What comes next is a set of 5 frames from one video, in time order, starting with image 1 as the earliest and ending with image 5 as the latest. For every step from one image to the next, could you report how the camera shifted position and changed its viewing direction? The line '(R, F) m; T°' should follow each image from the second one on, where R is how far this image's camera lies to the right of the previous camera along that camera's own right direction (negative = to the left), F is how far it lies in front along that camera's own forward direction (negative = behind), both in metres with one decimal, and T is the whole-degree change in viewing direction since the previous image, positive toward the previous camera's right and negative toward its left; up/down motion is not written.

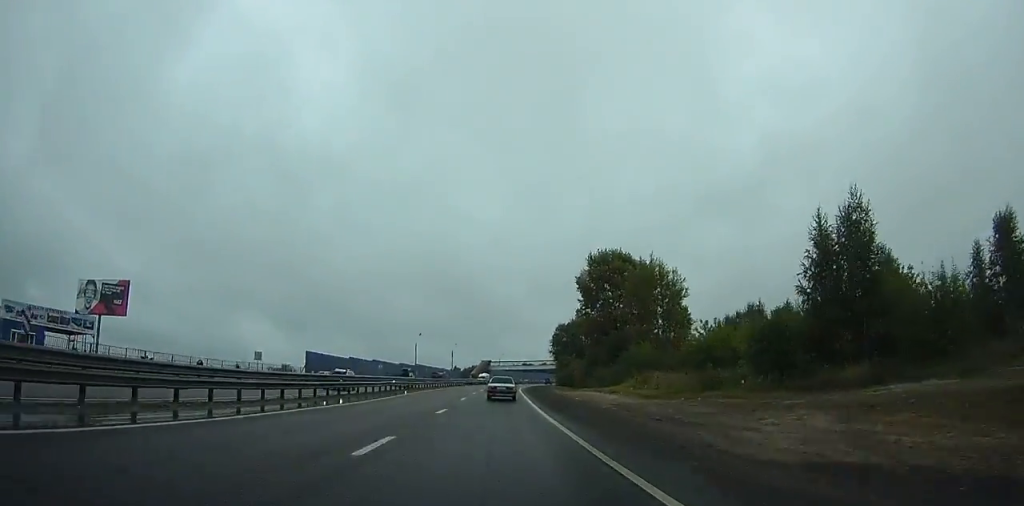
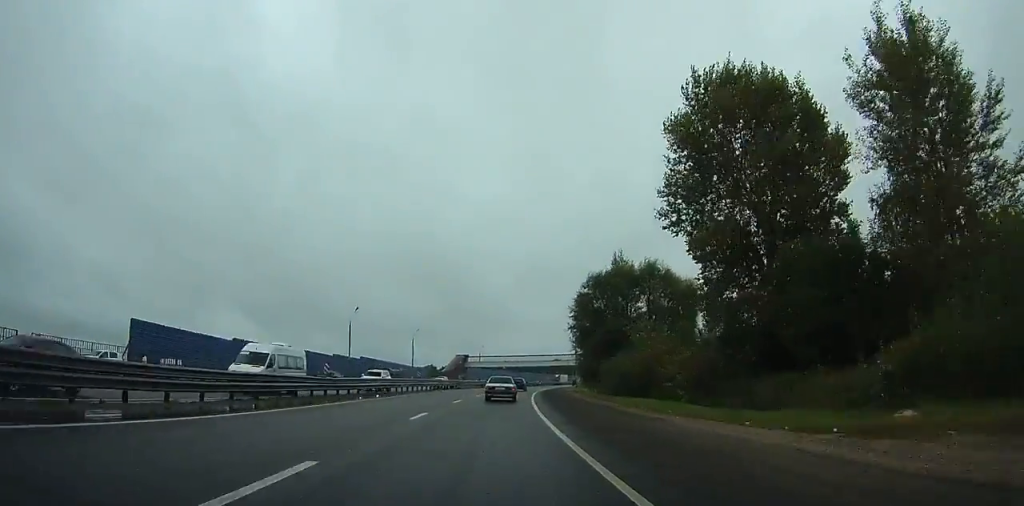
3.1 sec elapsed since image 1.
(+0.6, +51.6) m; +2°
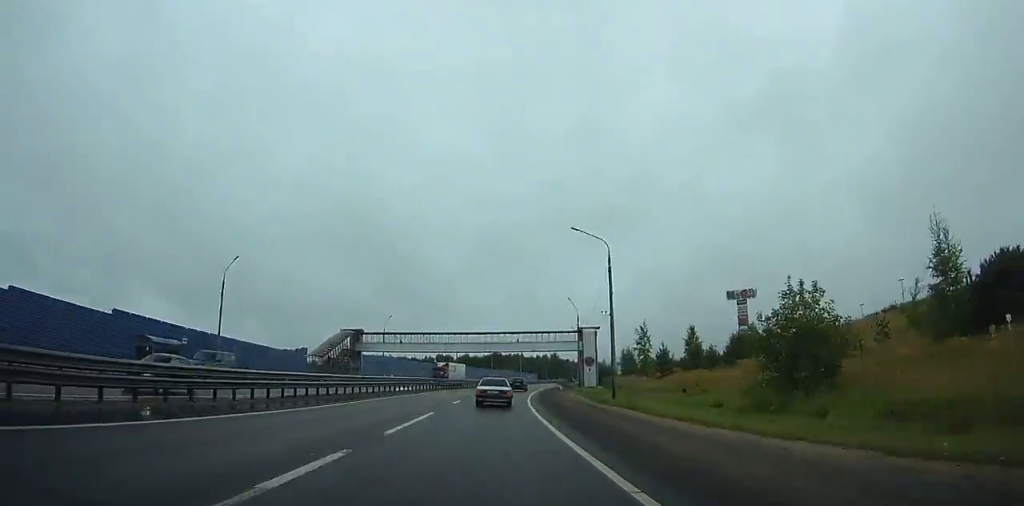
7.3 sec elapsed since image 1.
(+2.5, +70.0) m; +5°
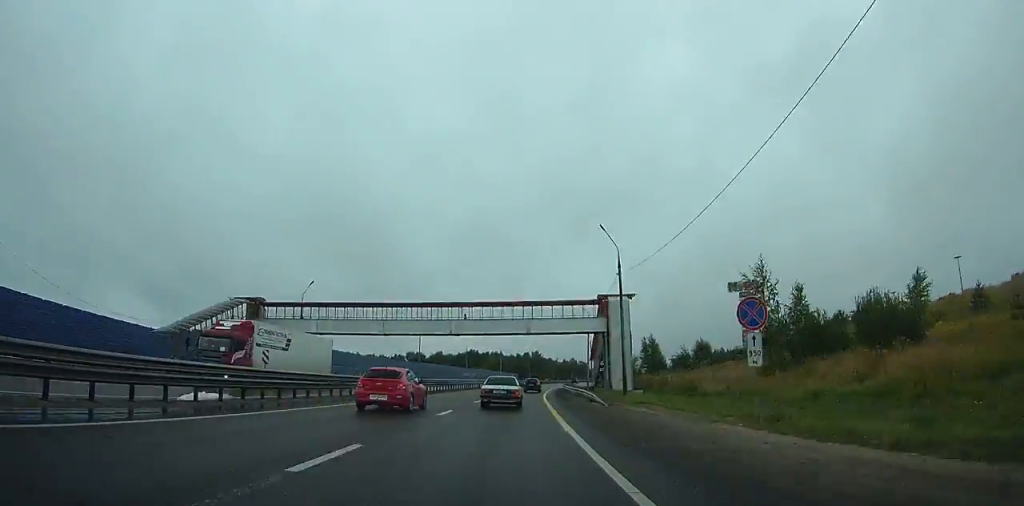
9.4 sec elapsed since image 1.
(+0.9, +34.6) m; +3°
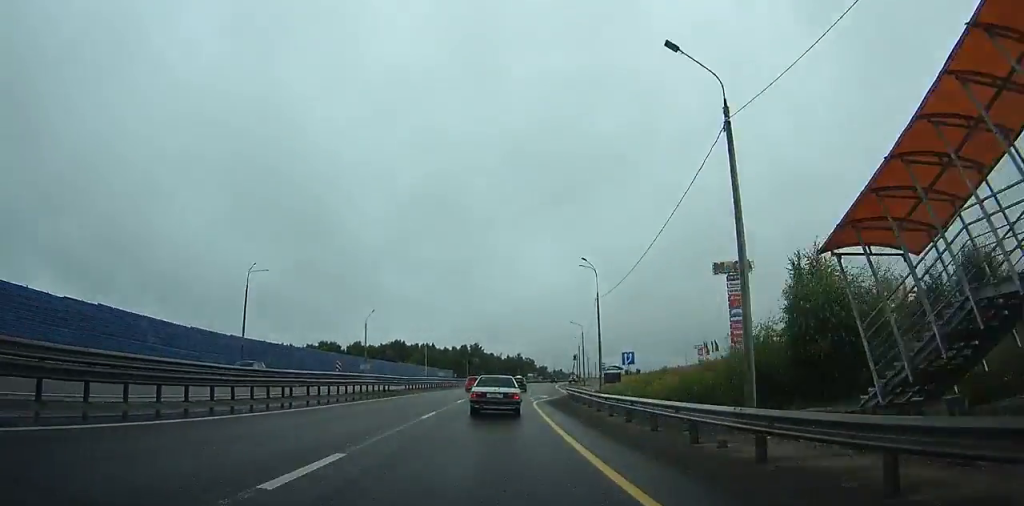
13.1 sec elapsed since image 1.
(+2.8, +60.4) m; +5°
